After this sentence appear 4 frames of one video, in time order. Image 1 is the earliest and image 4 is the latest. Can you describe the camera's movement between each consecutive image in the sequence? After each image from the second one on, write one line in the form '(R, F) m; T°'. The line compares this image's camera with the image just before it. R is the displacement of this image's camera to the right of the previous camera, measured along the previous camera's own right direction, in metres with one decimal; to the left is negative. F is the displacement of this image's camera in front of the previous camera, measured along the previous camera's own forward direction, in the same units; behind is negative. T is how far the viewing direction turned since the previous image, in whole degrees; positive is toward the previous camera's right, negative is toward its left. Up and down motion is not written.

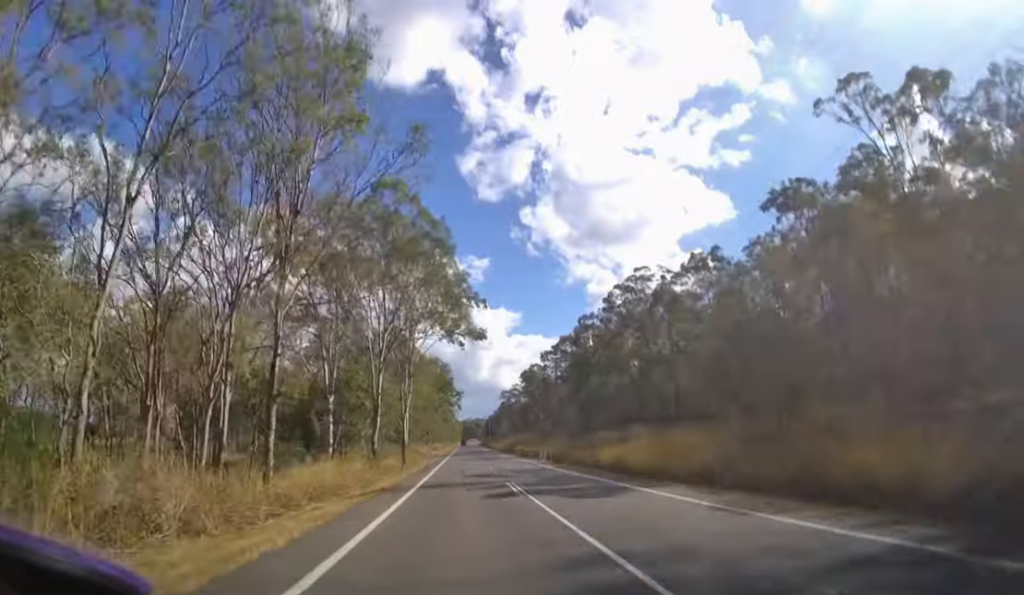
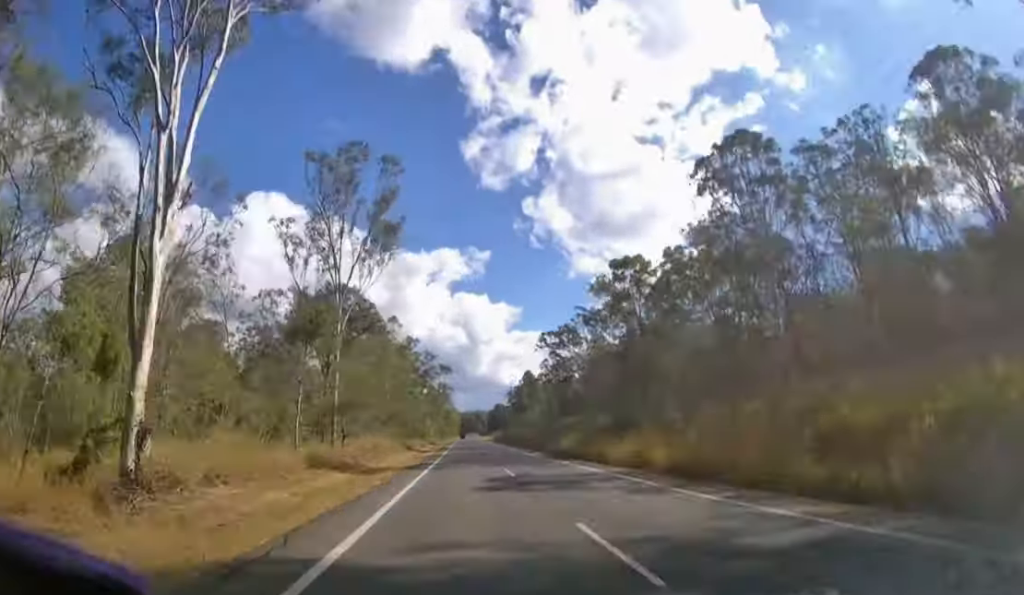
(-0.2, +115.7) m; 0°
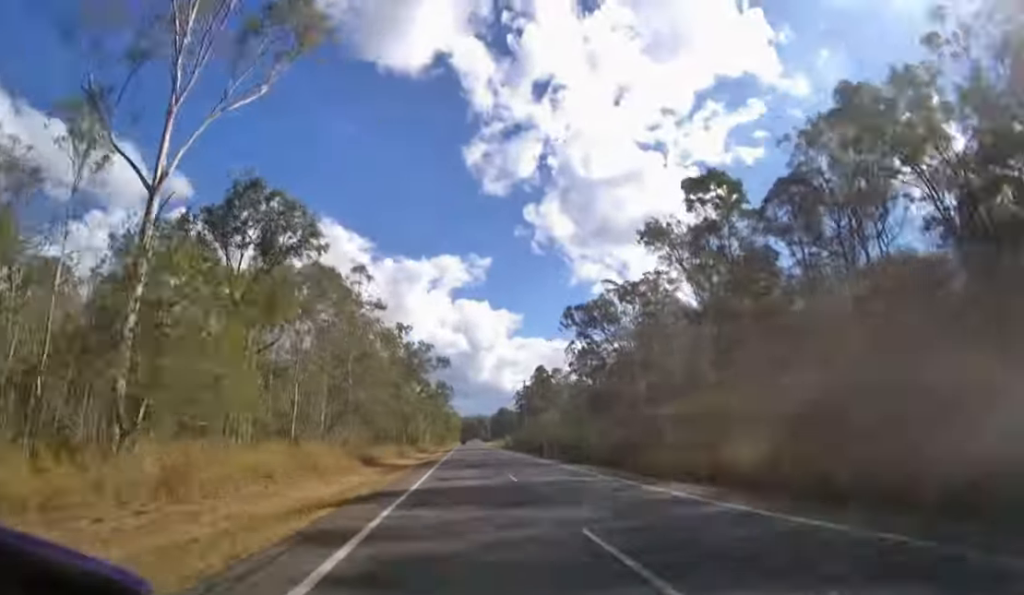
(+0.1, +26.2) m; 0°
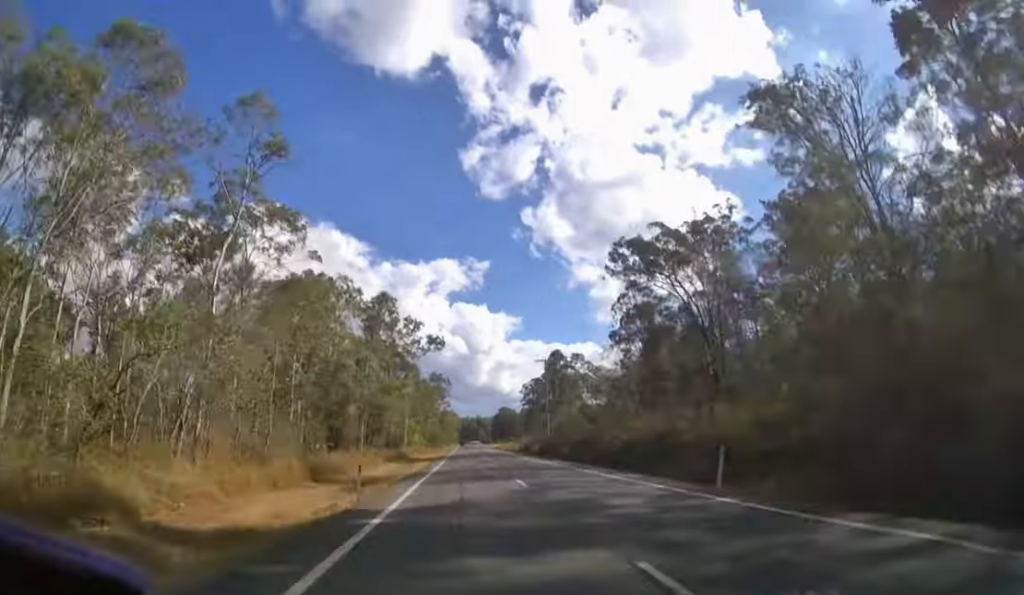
(0.0, +26.4) m; 0°
